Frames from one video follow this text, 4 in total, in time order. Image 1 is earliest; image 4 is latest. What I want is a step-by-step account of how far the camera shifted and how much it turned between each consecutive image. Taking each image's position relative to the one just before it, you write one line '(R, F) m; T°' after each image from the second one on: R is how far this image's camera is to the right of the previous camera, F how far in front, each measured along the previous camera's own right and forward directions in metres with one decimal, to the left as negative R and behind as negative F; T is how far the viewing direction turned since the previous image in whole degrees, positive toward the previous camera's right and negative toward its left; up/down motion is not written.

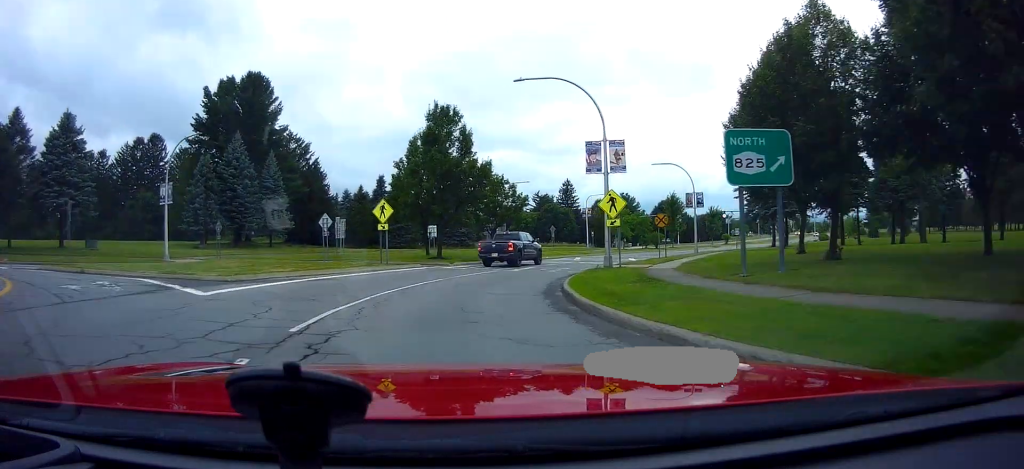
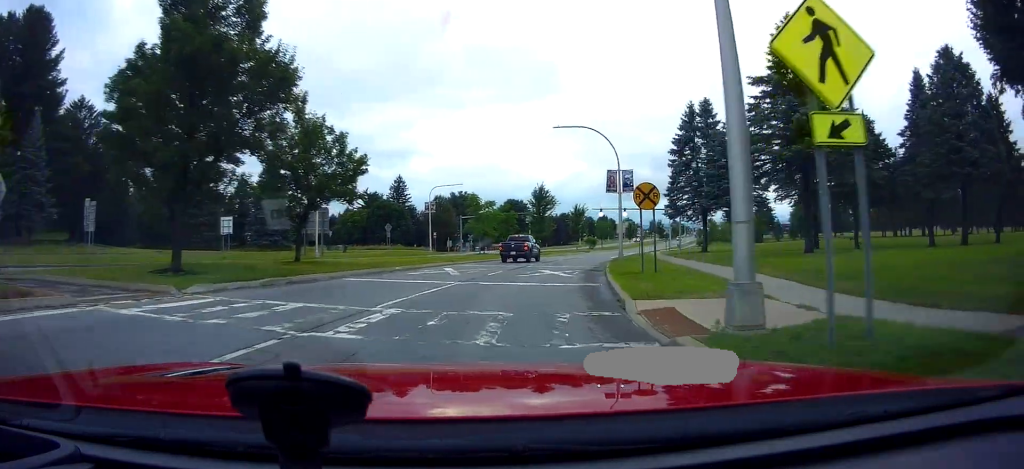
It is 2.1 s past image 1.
(+3.6, +19.5) m; +26°
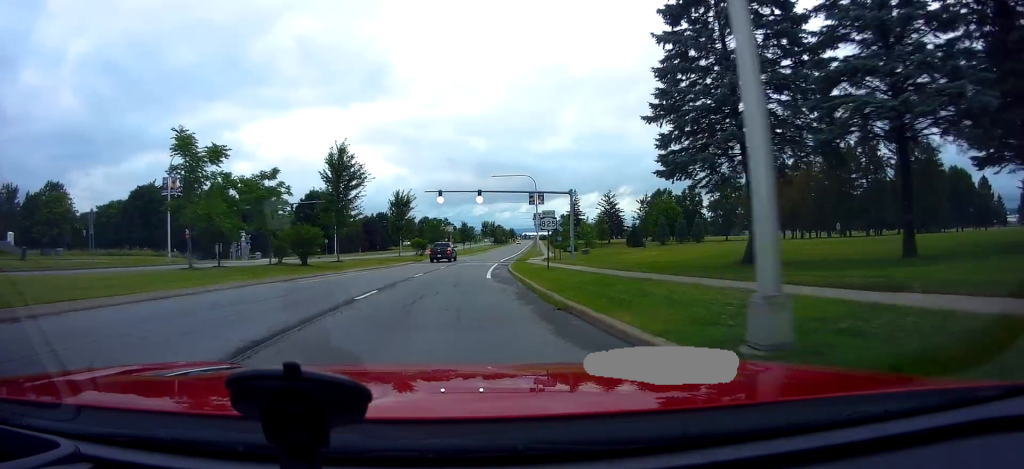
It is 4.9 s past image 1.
(+5.8, +31.0) m; +15°
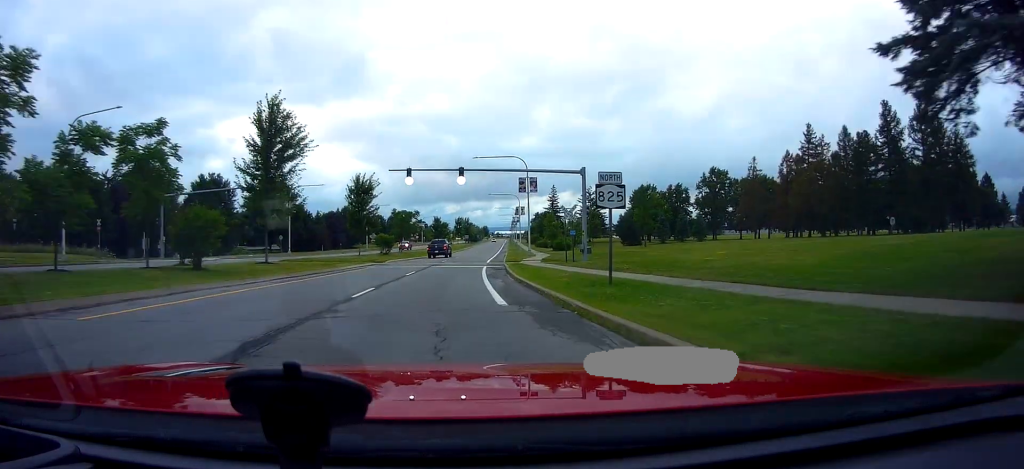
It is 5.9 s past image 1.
(+0.8, +12.2) m; +4°
